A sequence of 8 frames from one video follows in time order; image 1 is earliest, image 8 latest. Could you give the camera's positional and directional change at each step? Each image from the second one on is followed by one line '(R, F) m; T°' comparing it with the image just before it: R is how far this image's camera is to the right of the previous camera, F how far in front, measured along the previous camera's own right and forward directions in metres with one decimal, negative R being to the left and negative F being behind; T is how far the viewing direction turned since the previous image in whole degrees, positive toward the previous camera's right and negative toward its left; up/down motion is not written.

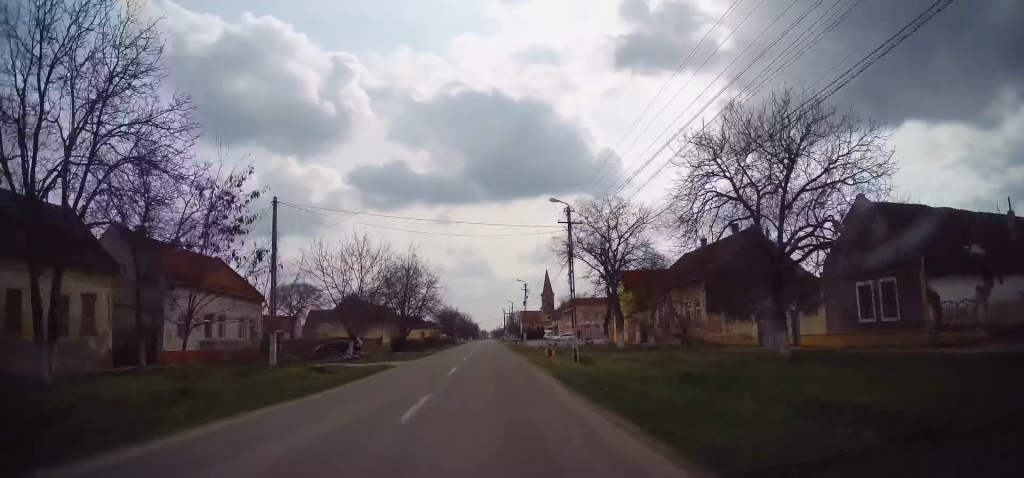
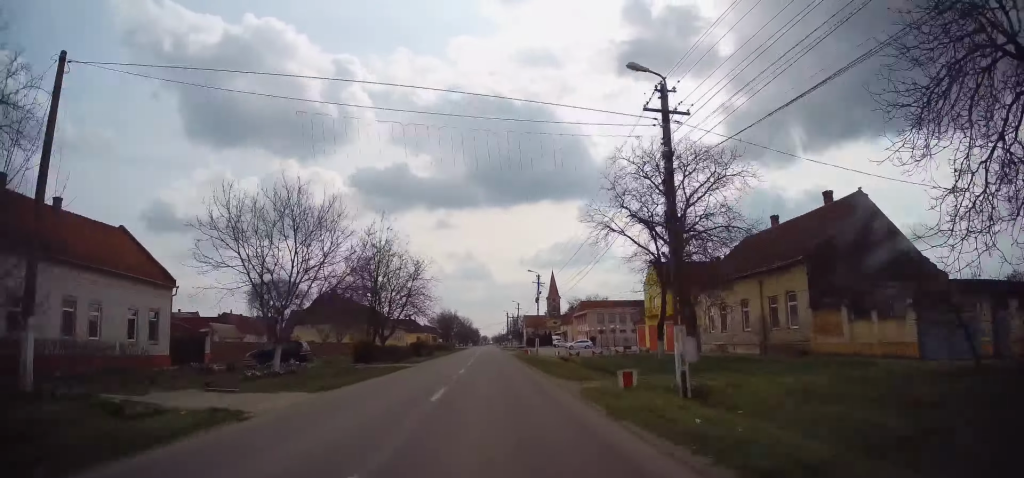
(-0.3, +15.4) m; 0°
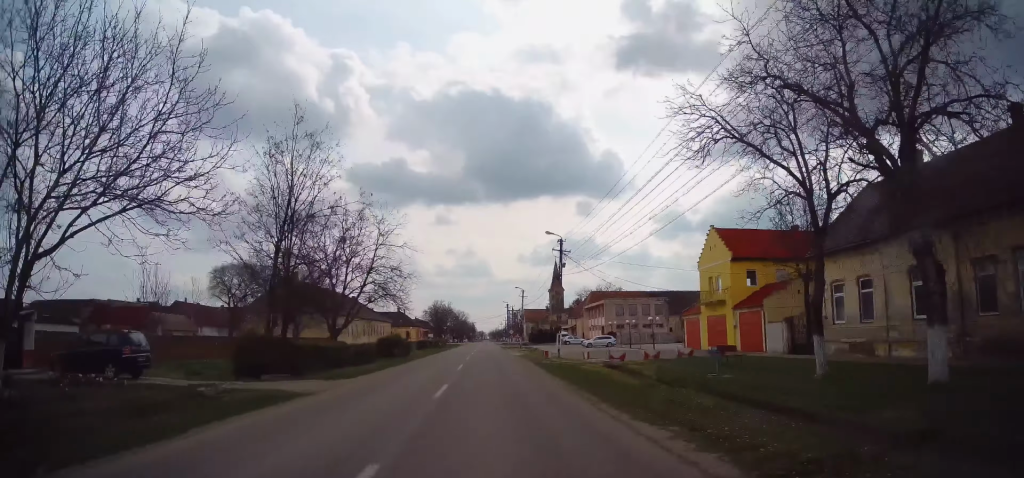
(+0.4, +17.9) m; +1°
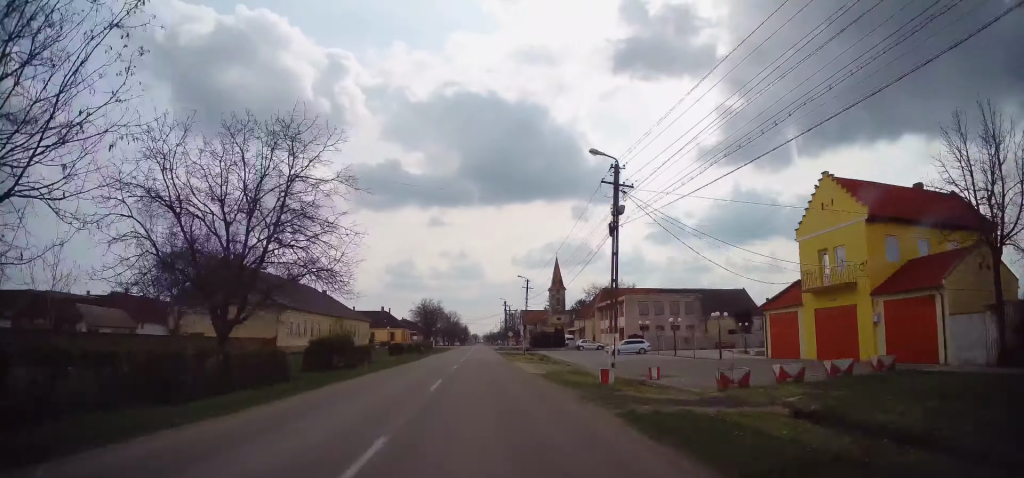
(-0.1, +17.0) m; -1°
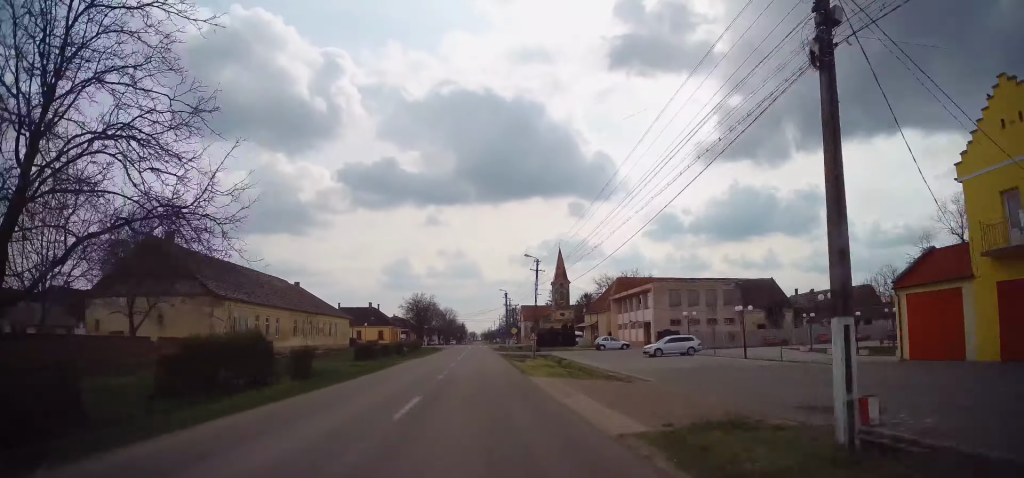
(-0.3, +13.5) m; 0°
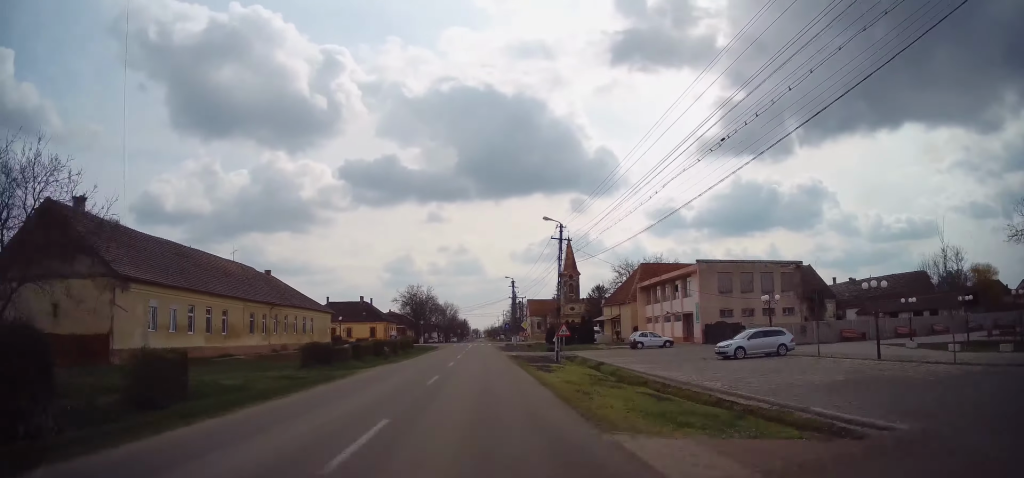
(+0.3, +12.7) m; +1°
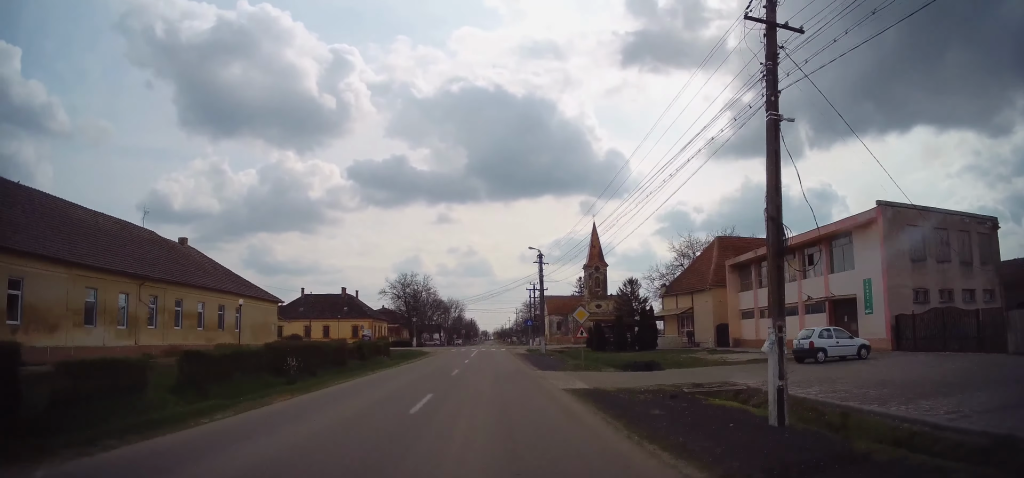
(-0.1, +23.7) m; -1°
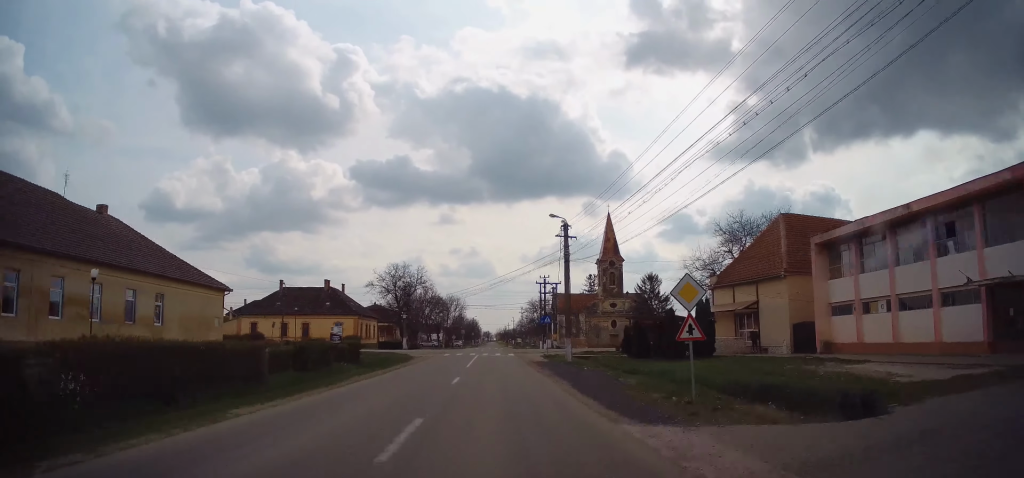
(-0.2, +12.5) m; 0°
